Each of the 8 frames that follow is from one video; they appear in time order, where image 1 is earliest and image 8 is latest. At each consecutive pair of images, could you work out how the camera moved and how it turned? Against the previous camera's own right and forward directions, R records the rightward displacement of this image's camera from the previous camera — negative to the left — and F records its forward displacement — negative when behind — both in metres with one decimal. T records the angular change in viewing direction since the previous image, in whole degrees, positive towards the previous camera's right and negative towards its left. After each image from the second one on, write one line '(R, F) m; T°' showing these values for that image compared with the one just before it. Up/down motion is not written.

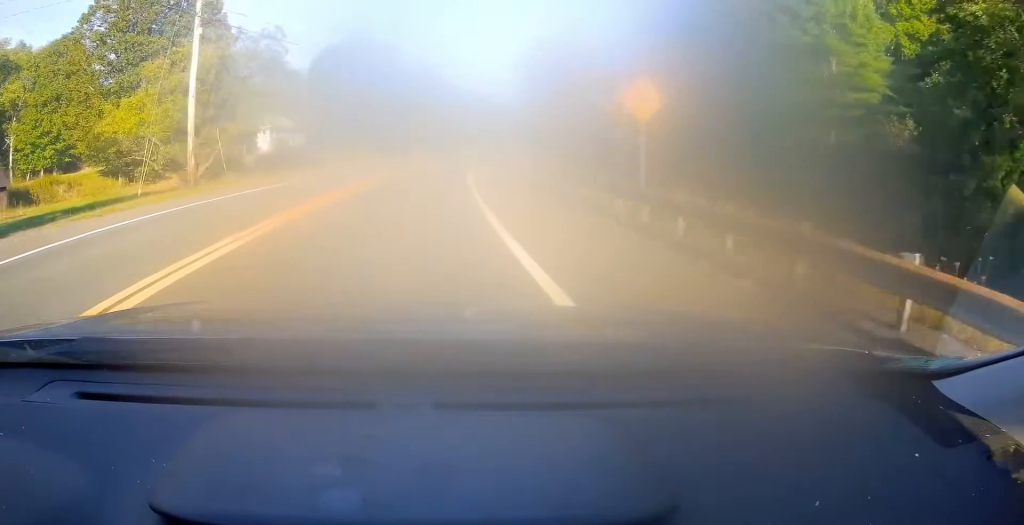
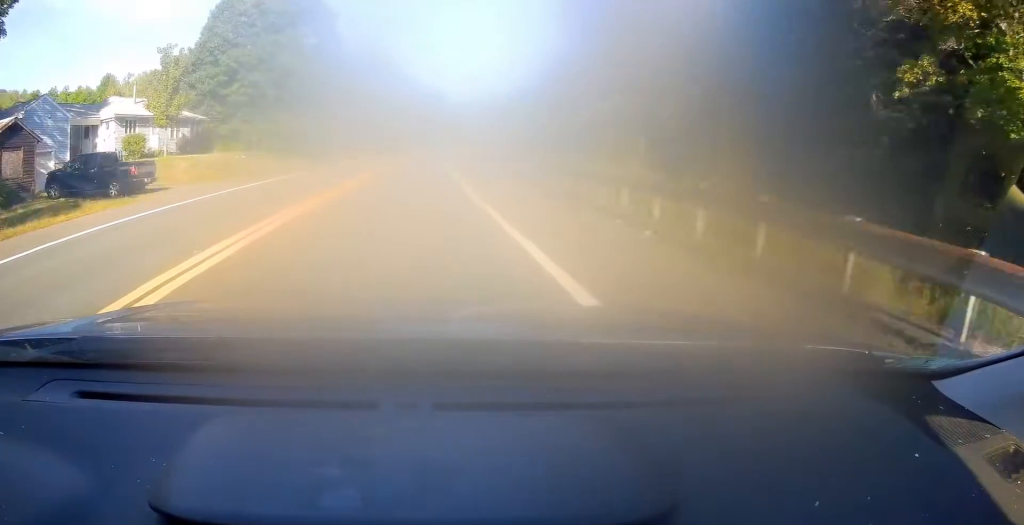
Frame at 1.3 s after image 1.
(+1.9, +27.3) m; +4°
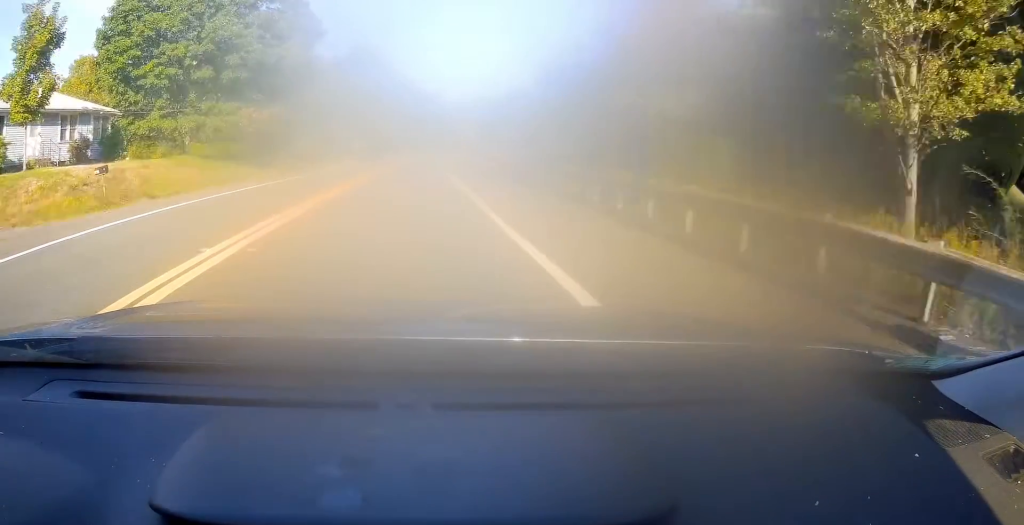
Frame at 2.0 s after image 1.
(-0.1, +15.2) m; +1°
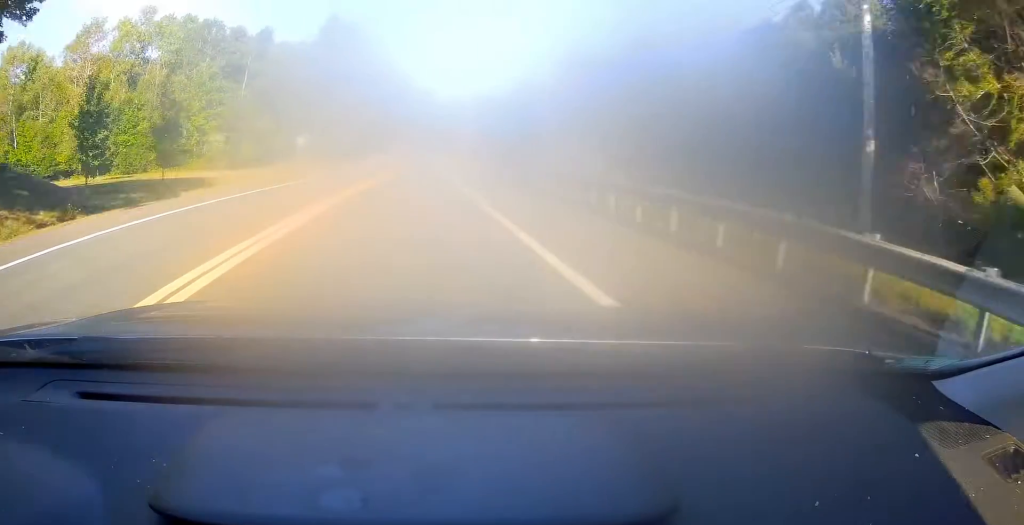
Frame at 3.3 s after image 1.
(+0.8, +29.1) m; +2°
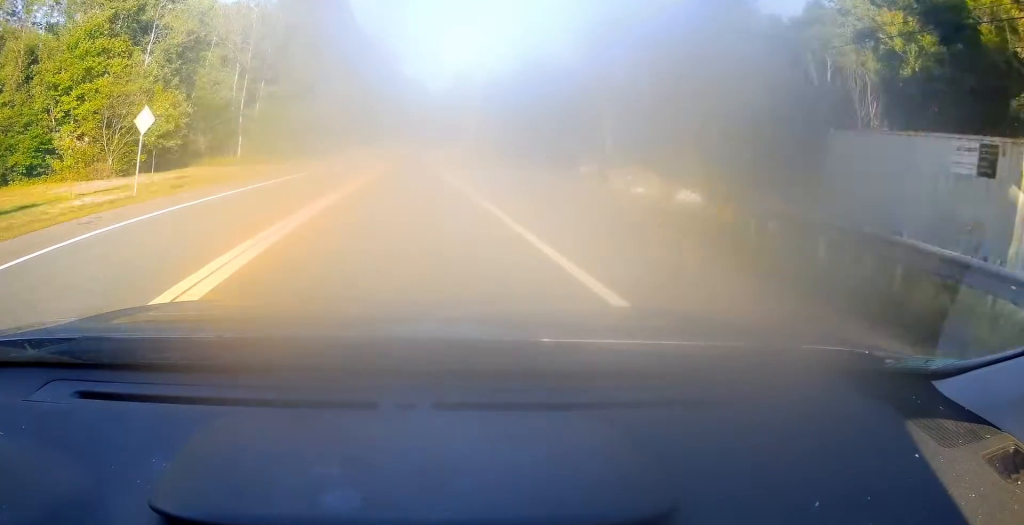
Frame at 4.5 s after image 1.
(-0.3, +27.0) m; 0°
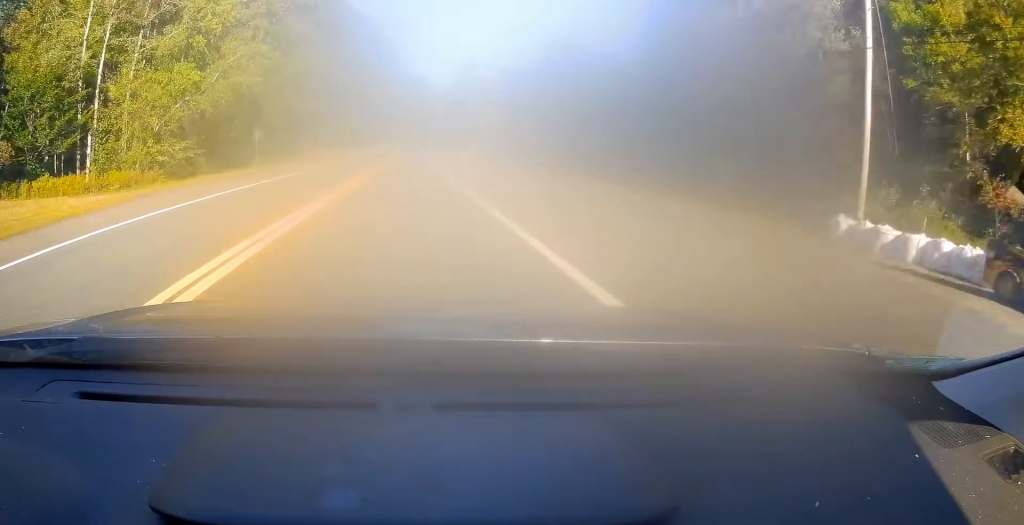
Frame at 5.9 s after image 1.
(+0.7, +30.0) m; +1°
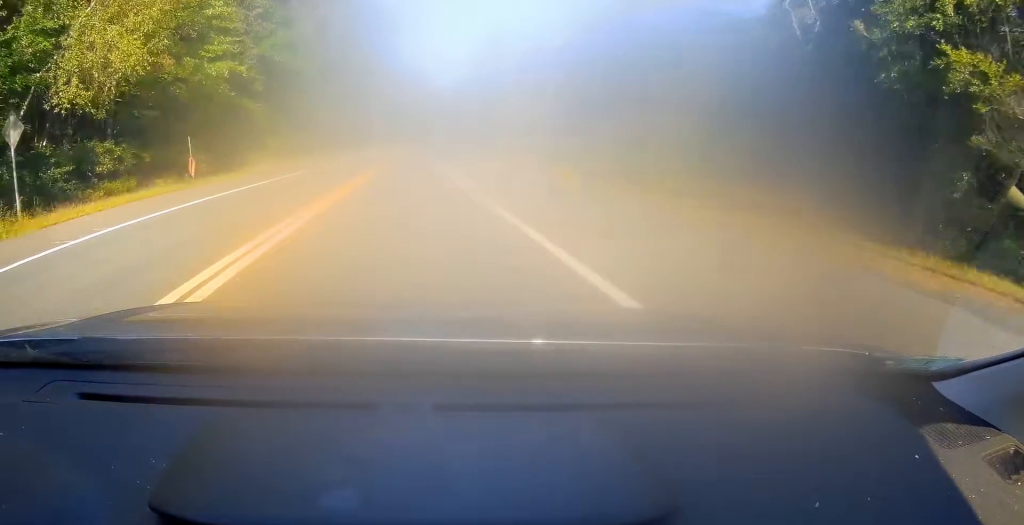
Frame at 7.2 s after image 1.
(-0.4, +27.8) m; -1°
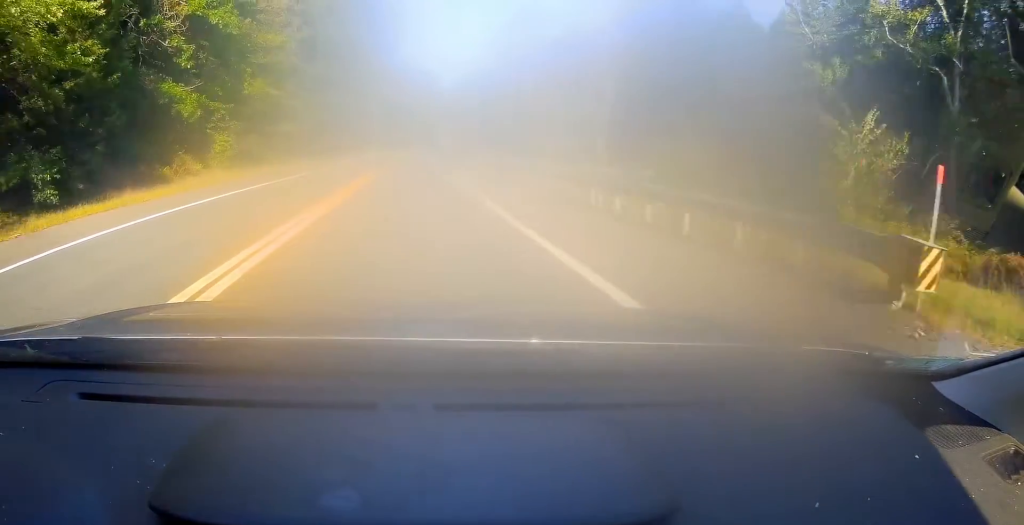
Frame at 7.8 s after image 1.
(0.0, +14.5) m; -1°
